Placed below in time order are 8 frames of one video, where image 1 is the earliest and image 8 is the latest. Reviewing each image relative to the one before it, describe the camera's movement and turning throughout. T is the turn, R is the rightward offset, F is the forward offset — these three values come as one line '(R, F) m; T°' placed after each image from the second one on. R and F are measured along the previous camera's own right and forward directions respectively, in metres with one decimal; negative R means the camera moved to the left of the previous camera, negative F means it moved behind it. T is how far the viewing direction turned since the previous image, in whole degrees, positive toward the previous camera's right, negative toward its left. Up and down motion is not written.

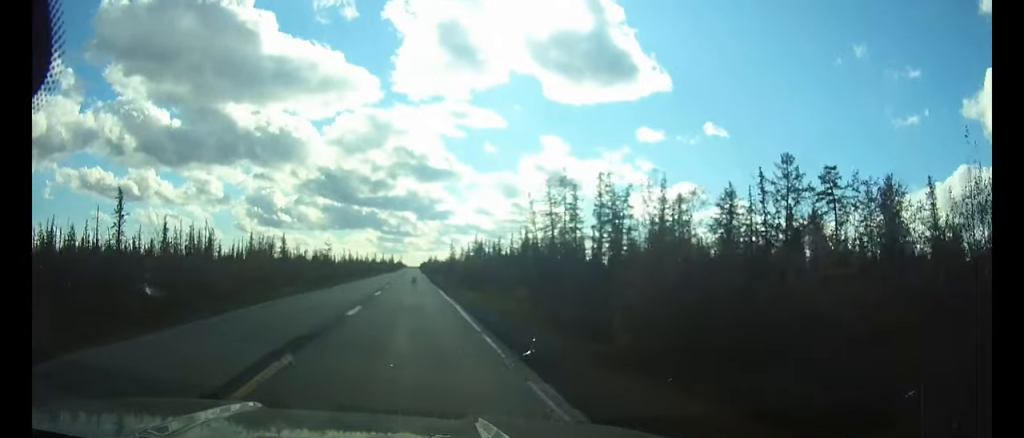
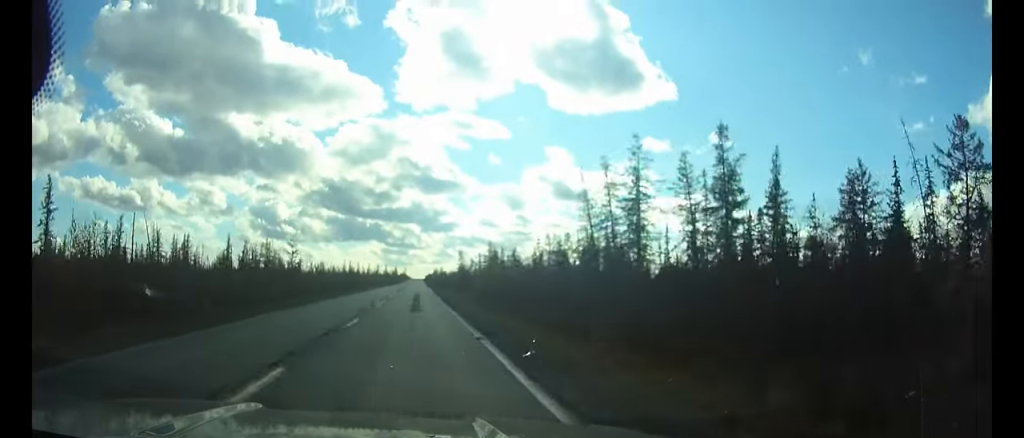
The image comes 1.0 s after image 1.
(-0.1, +25.5) m; 0°
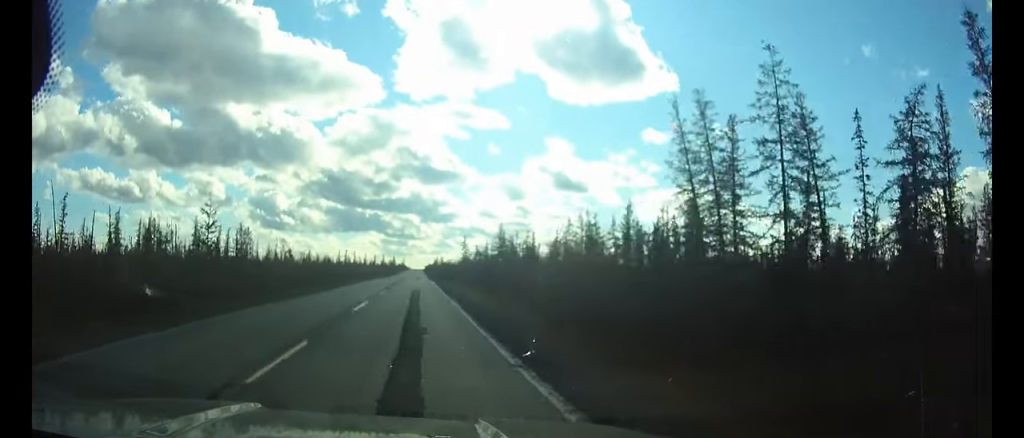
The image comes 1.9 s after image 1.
(0.0, +21.4) m; 0°
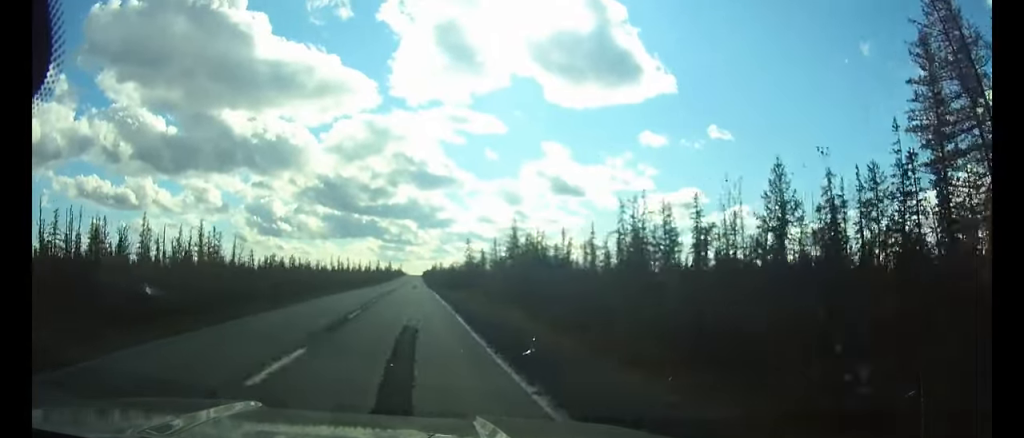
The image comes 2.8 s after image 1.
(0.0, +23.7) m; 0°
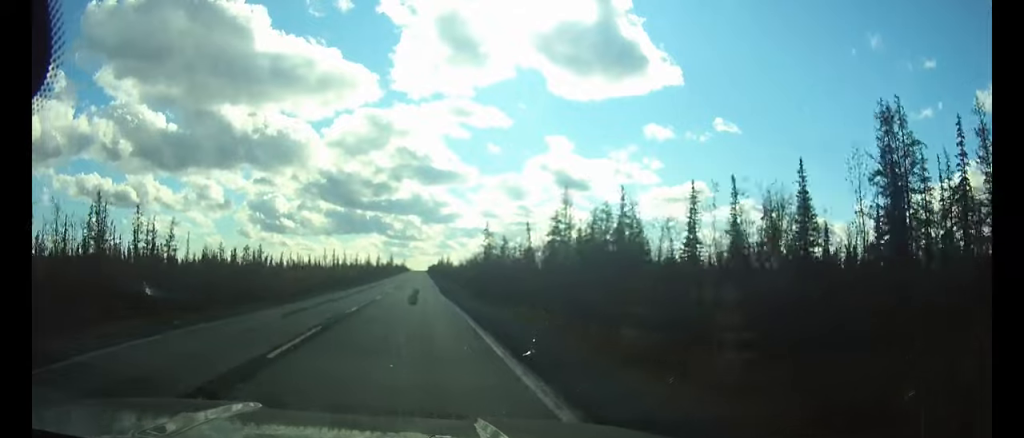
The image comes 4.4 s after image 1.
(0.0, +39.4) m; 0°
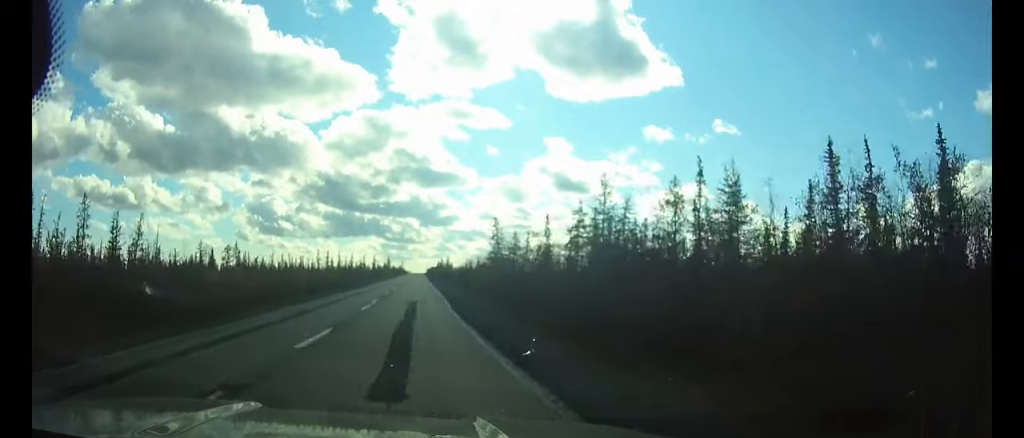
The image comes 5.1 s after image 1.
(0.0, +17.7) m; 0°
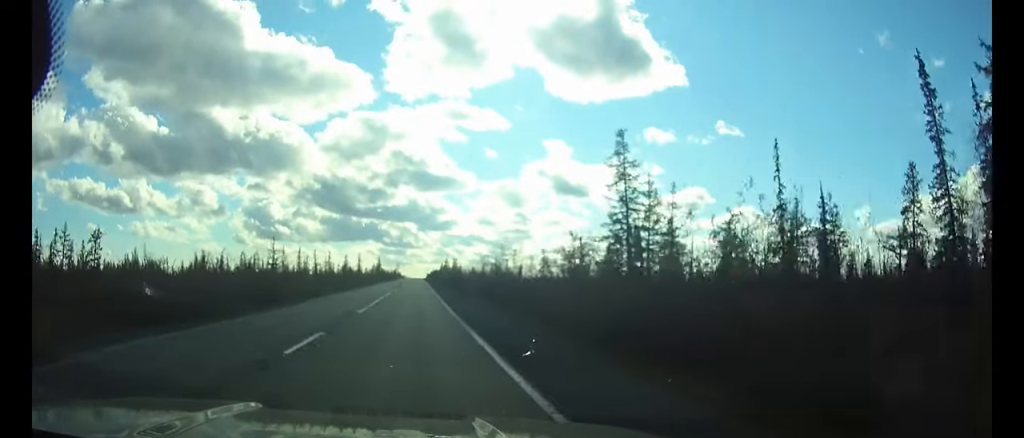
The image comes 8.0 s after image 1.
(+0.1, +73.1) m; 0°
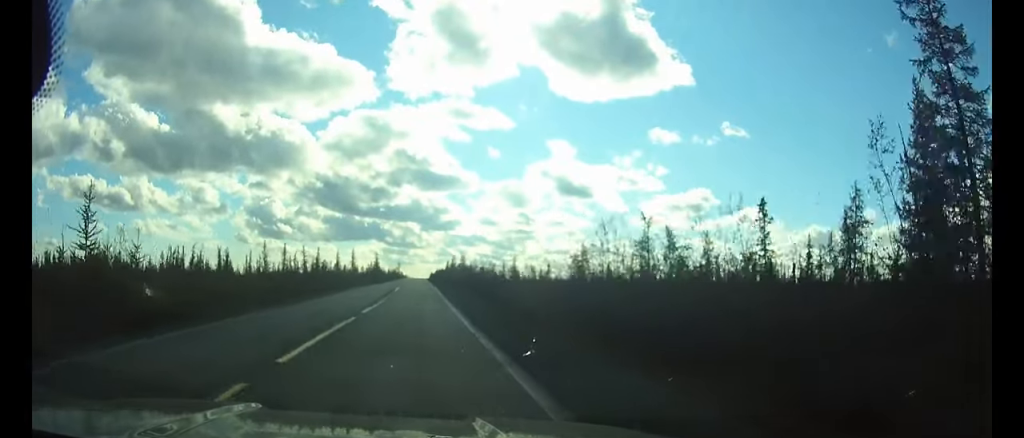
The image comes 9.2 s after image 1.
(-0.1, +31.5) m; 0°
